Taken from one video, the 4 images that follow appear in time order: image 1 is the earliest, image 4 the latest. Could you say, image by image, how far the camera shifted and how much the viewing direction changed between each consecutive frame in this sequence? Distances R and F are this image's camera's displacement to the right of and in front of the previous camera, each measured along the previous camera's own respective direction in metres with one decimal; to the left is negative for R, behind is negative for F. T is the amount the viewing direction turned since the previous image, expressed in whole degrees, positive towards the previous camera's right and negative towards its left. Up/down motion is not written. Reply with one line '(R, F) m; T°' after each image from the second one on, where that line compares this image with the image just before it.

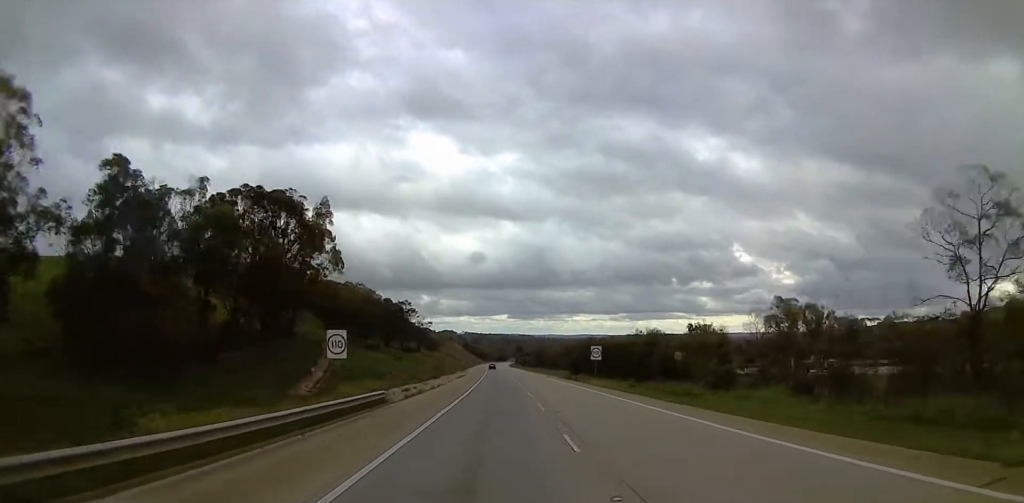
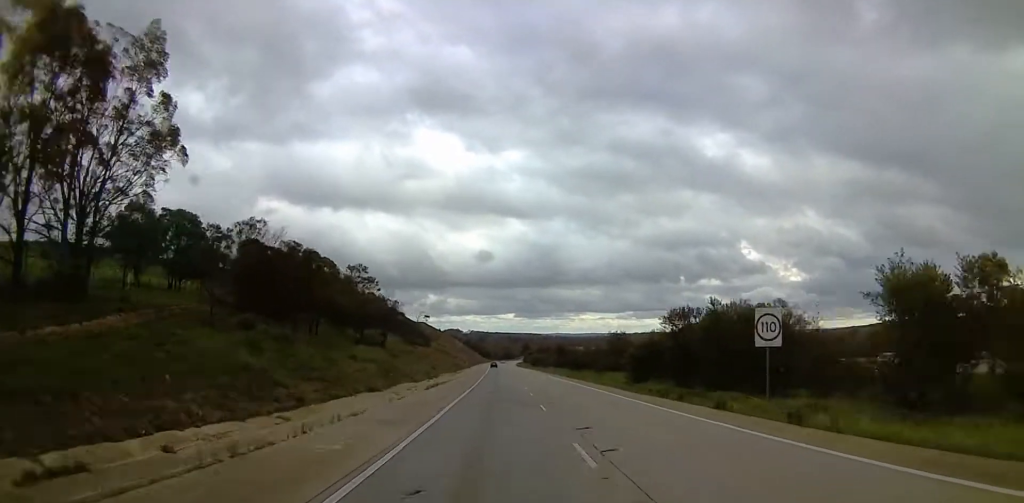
(-0.3, +37.4) m; -2°
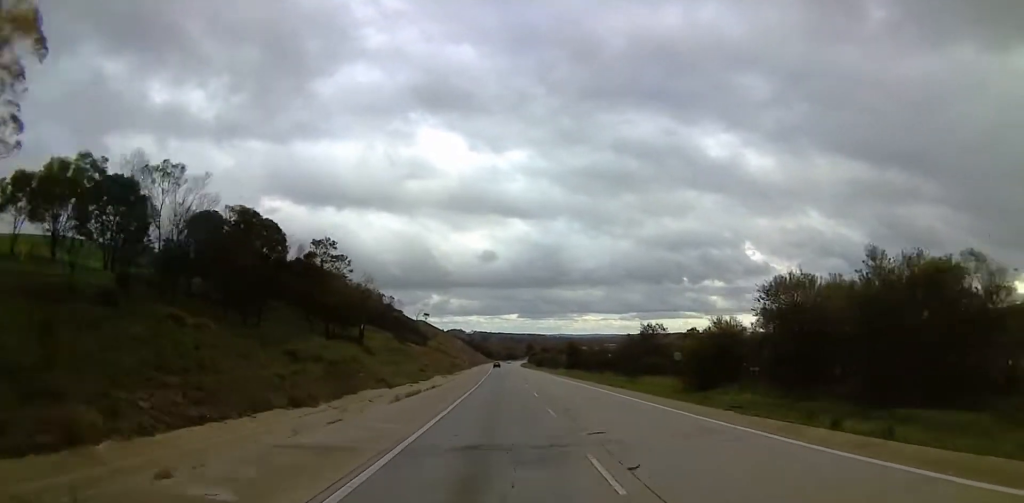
(-0.3, +13.9) m; -1°
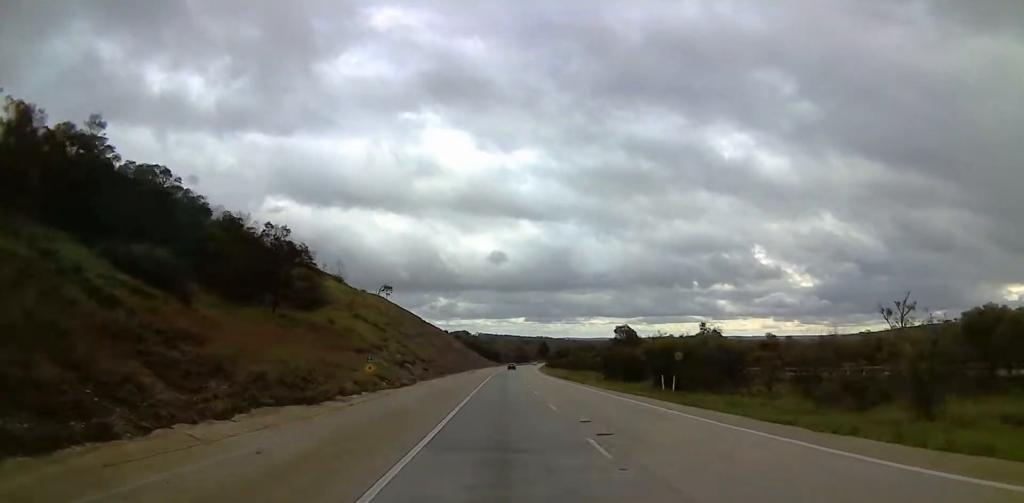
(+2.8, +104.7) m; 0°
